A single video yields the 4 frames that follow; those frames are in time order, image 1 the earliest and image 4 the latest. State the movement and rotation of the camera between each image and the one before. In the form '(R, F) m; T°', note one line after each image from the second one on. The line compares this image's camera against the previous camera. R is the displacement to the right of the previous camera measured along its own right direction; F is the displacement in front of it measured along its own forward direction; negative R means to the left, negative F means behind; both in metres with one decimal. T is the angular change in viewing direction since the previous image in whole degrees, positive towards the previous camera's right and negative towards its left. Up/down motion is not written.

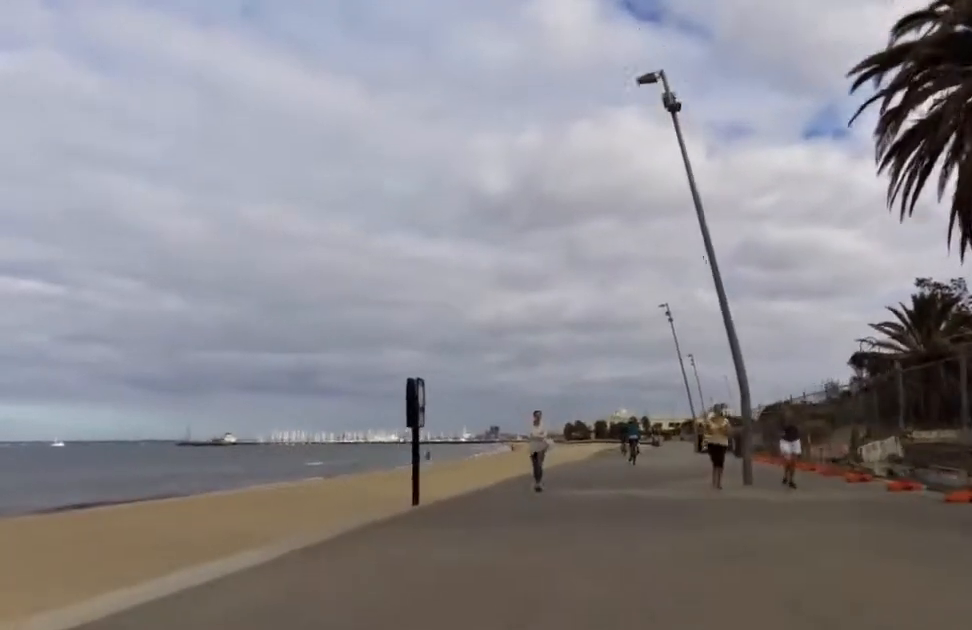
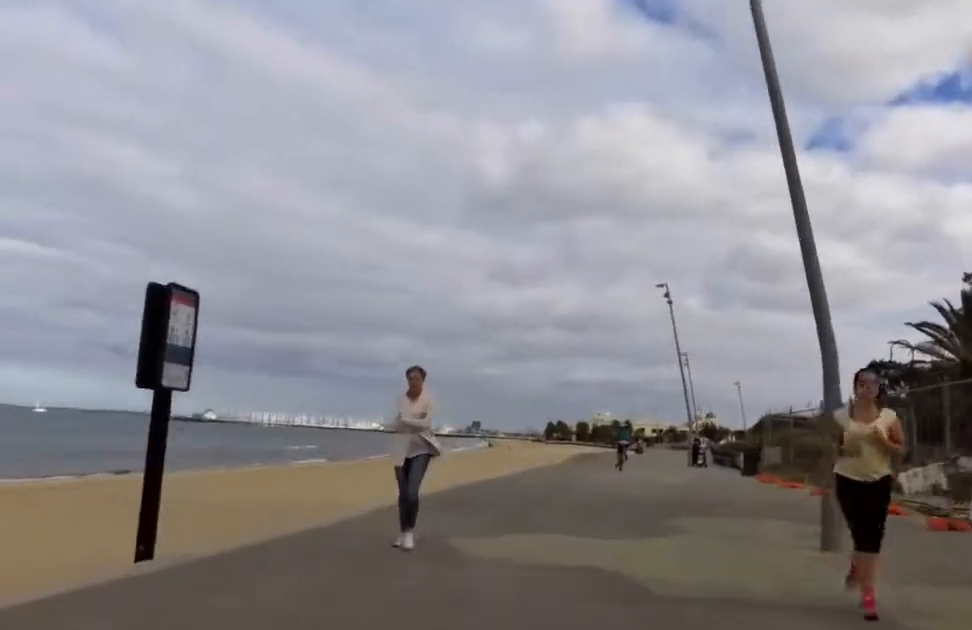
(0.0, +6.9) m; 0°
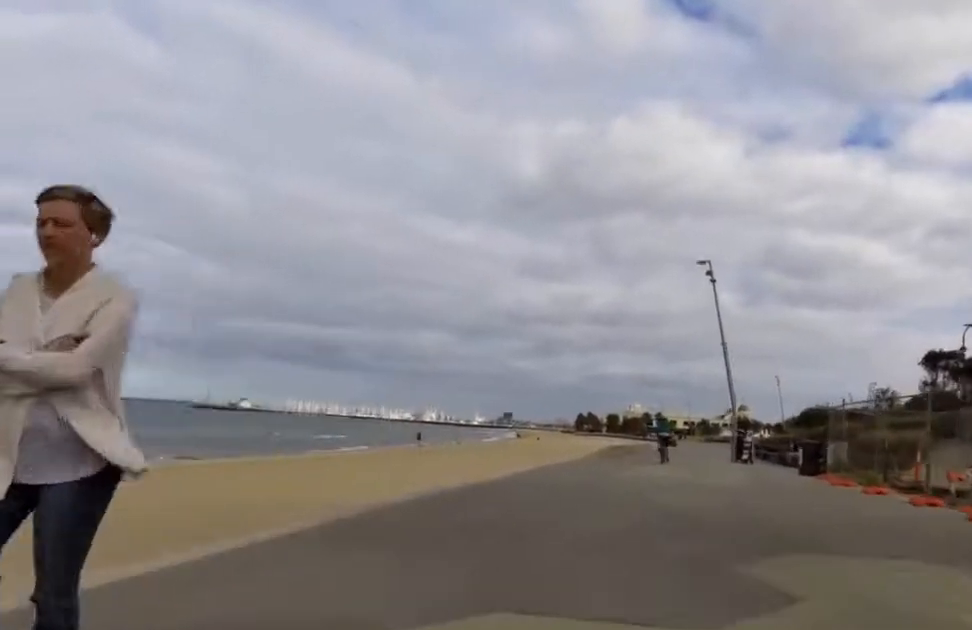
(0.0, +4.3) m; 0°
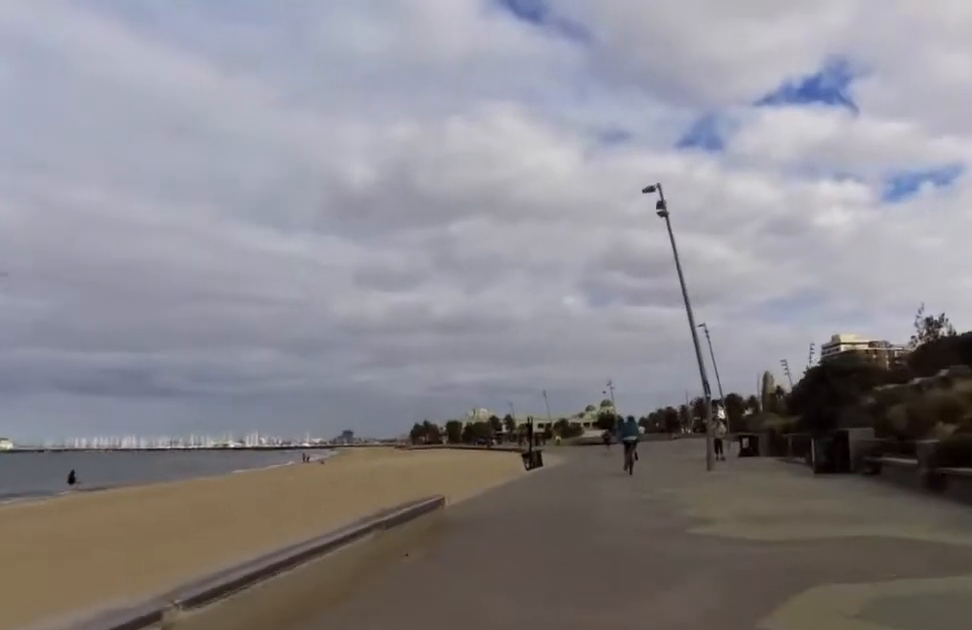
(+2.3, +38.9) m; +12°
